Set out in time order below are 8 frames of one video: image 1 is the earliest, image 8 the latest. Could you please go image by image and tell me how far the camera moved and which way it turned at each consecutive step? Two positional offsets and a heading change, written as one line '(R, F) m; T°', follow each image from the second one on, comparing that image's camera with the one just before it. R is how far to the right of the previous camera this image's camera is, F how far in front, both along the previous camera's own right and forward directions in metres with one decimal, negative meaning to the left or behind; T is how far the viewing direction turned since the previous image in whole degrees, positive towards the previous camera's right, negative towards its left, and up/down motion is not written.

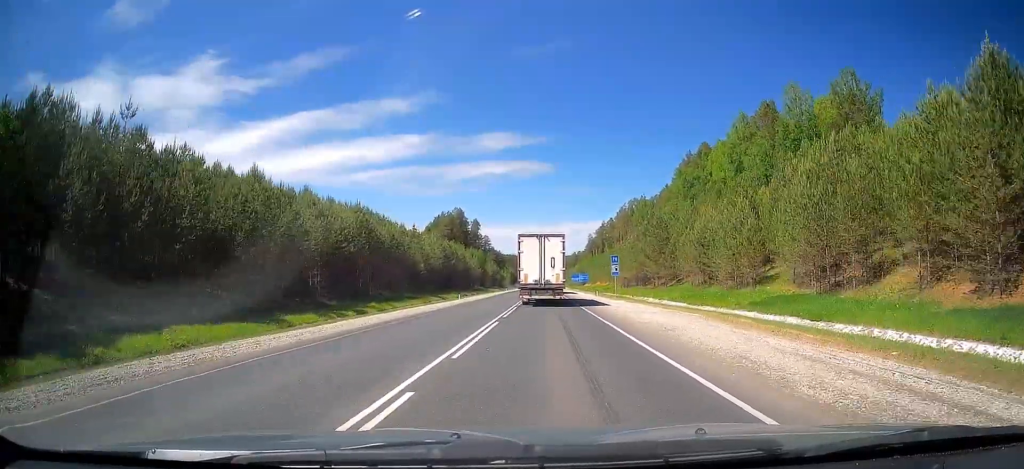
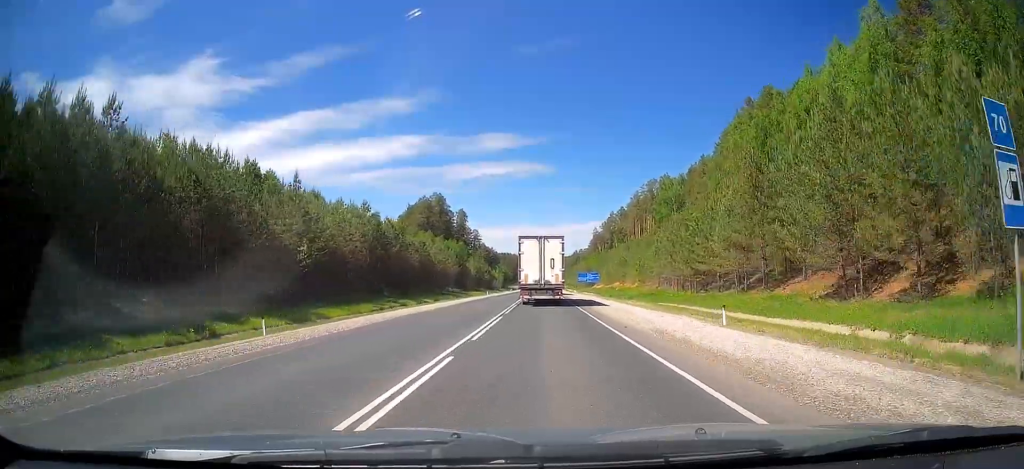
(+0.8, +43.9) m; +1°
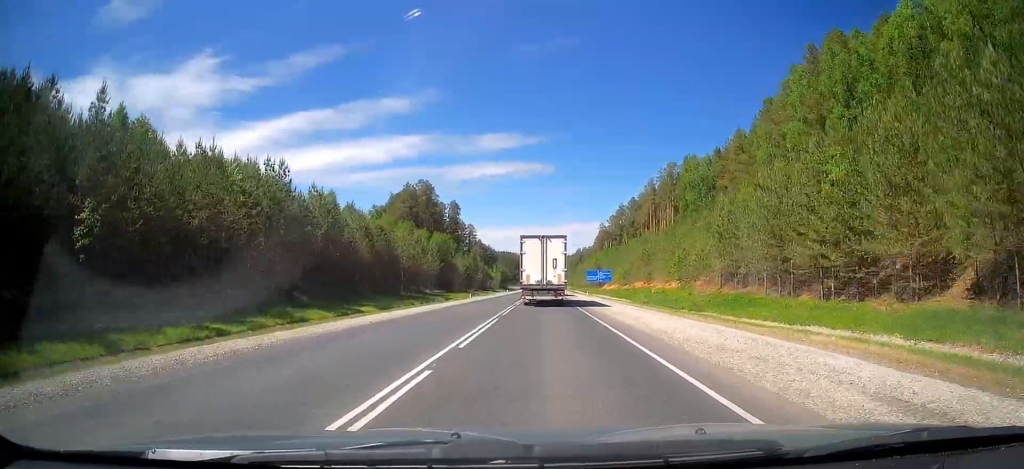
(-0.5, +25.2) m; -1°
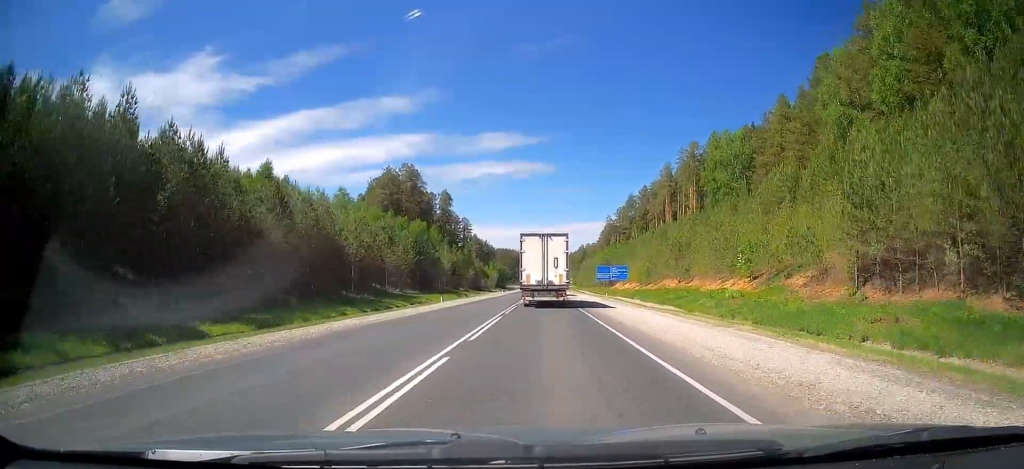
(+0.2, +22.2) m; 0°
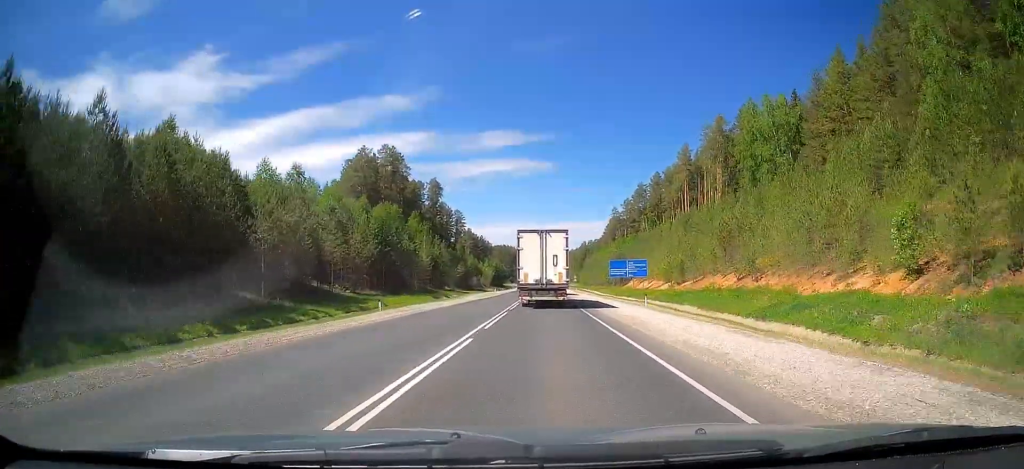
(-0.3, +20.5) m; 0°
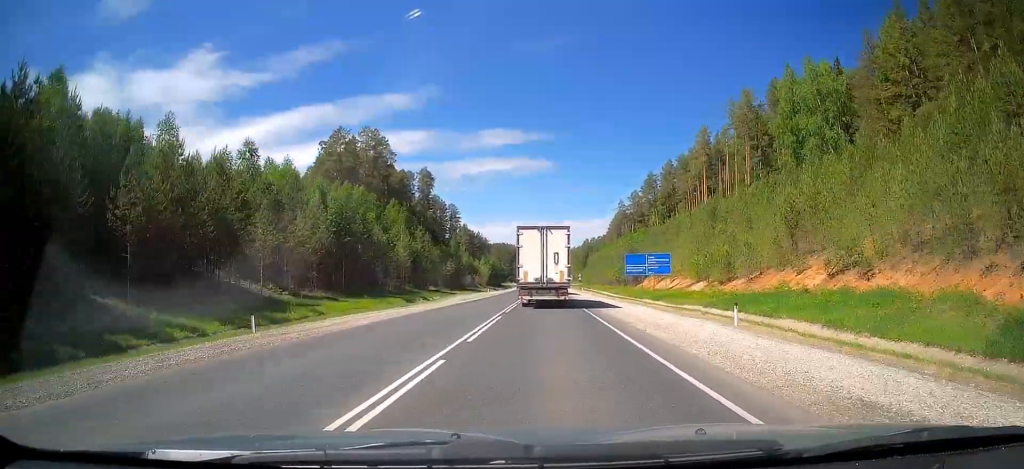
(+0.1, +15.6) m; 0°
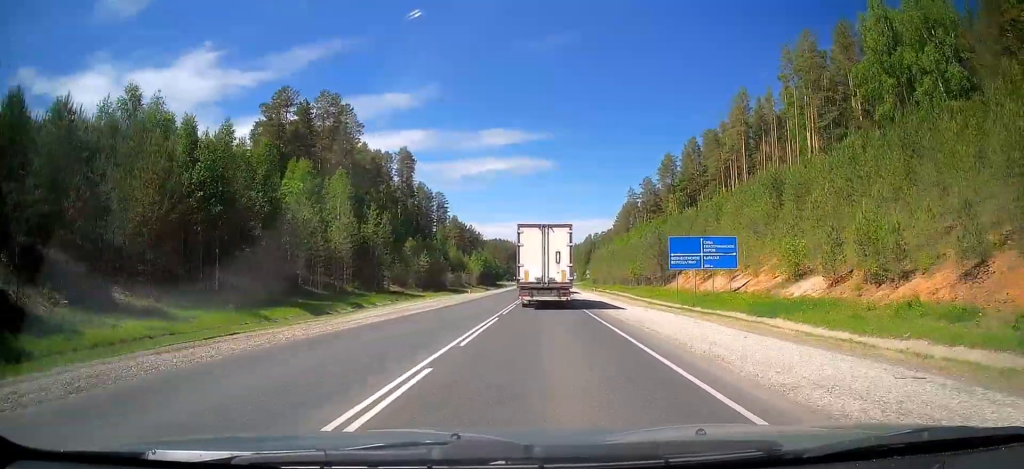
(-0.1, +25.1) m; -1°
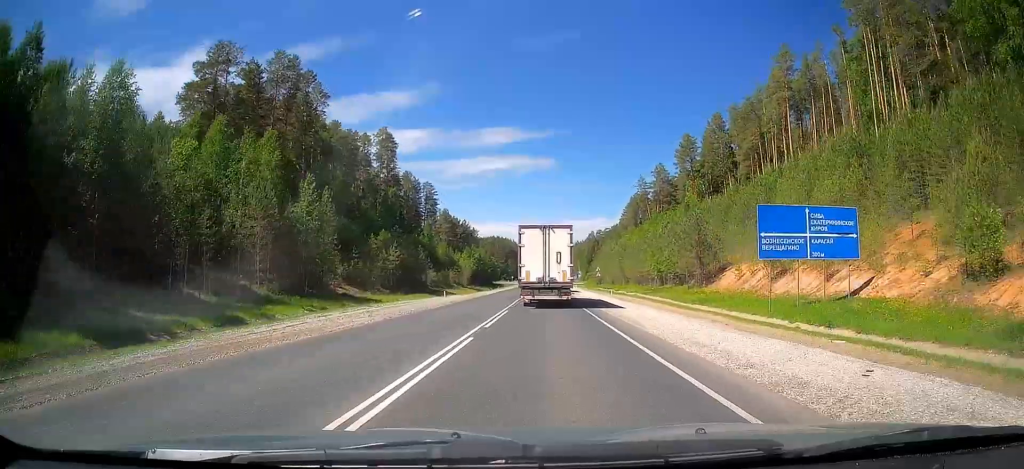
(-0.2, +19.7) m; 0°
